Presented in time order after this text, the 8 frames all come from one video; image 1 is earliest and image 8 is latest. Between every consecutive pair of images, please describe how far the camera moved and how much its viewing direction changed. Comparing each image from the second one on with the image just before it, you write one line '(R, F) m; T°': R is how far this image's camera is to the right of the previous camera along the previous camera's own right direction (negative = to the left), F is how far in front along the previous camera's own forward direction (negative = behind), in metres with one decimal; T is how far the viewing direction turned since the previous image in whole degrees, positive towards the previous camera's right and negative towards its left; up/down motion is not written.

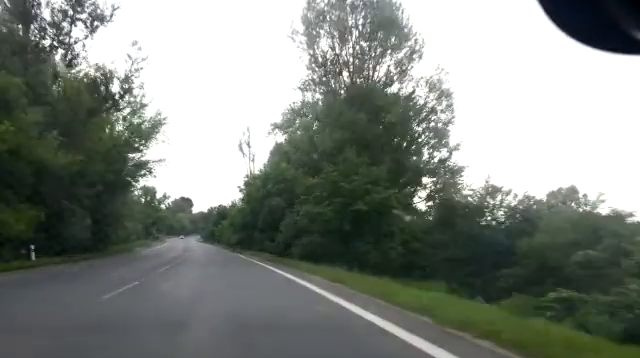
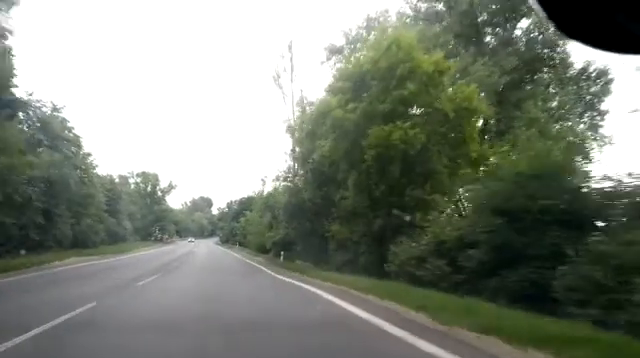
(-0.3, +33.2) m; -1°
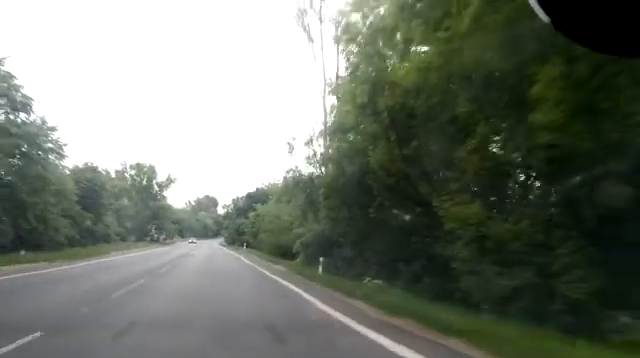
(+0.2, +12.3) m; -1°
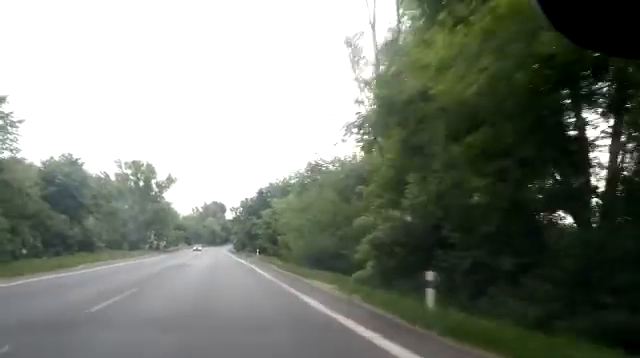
(-0.1, +10.4) m; -1°
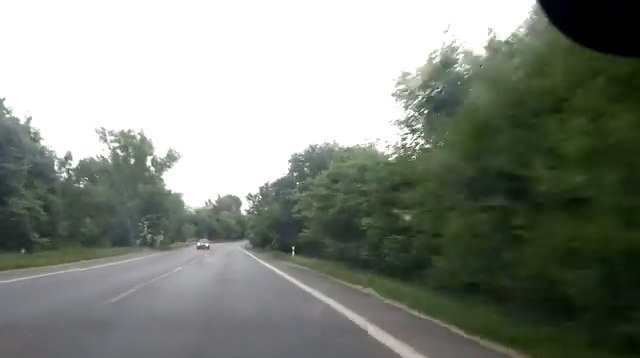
(-0.5, +18.9) m; -1°
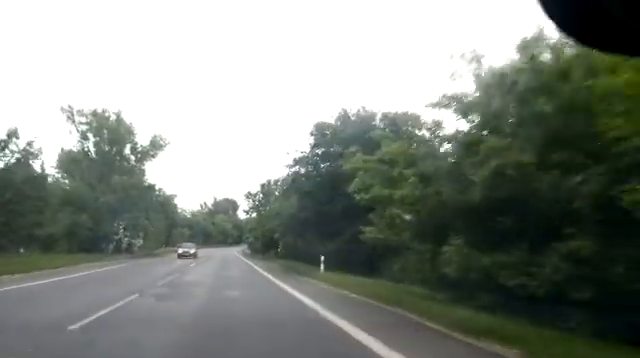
(0.0, +11.0) m; 0°
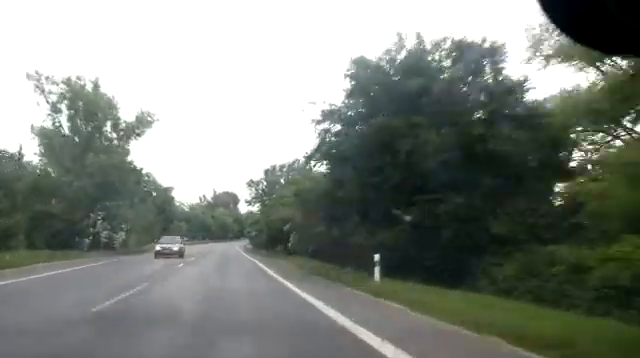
(0.0, +8.4) m; 0°
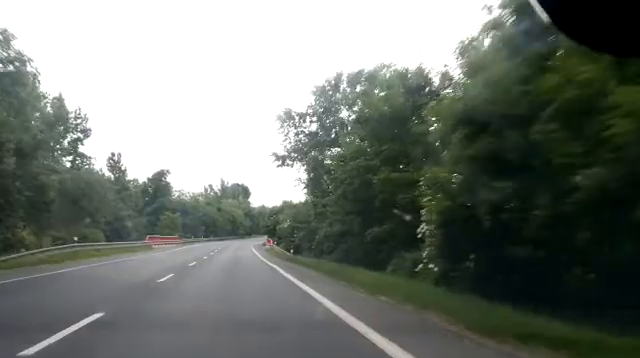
(-0.7, +34.5) m; -2°
